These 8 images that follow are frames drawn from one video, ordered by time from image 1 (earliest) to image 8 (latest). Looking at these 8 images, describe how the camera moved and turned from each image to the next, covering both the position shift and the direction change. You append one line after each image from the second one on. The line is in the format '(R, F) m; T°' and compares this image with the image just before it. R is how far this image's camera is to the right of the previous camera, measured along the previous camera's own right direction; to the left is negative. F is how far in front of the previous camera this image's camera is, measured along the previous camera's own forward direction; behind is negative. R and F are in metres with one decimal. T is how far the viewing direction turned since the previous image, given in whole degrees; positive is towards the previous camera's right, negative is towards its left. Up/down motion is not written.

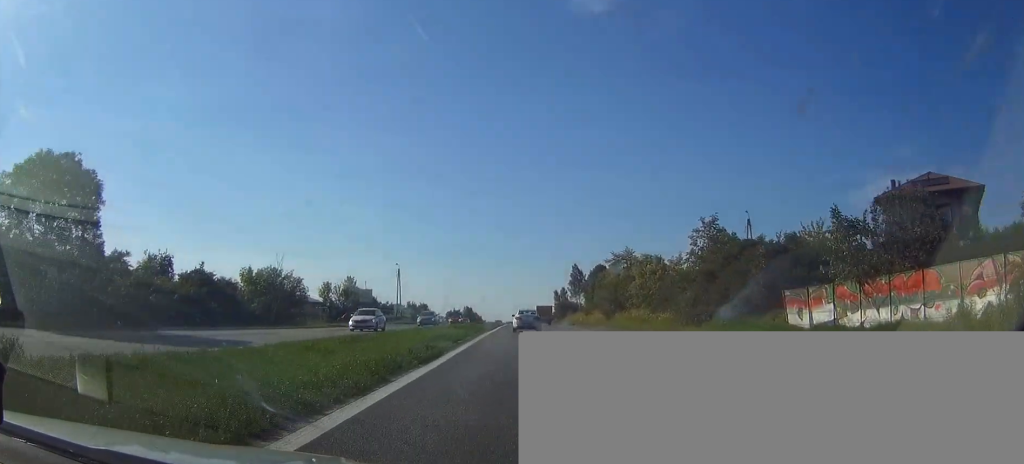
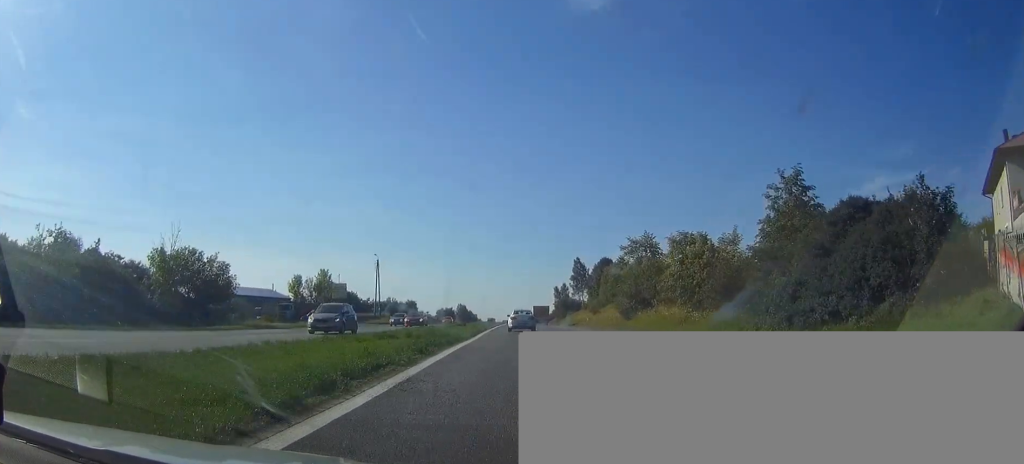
(0.0, +18.4) m; 0°
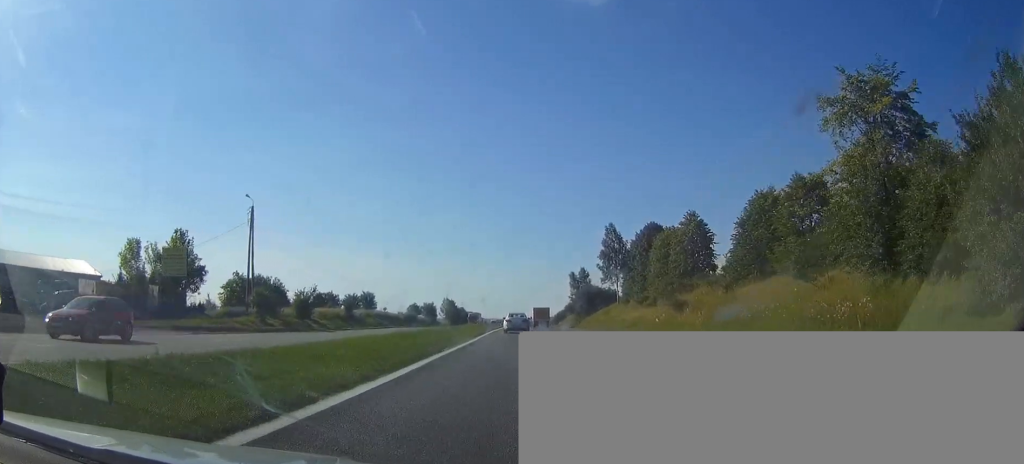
(0.0, +60.0) m; 0°
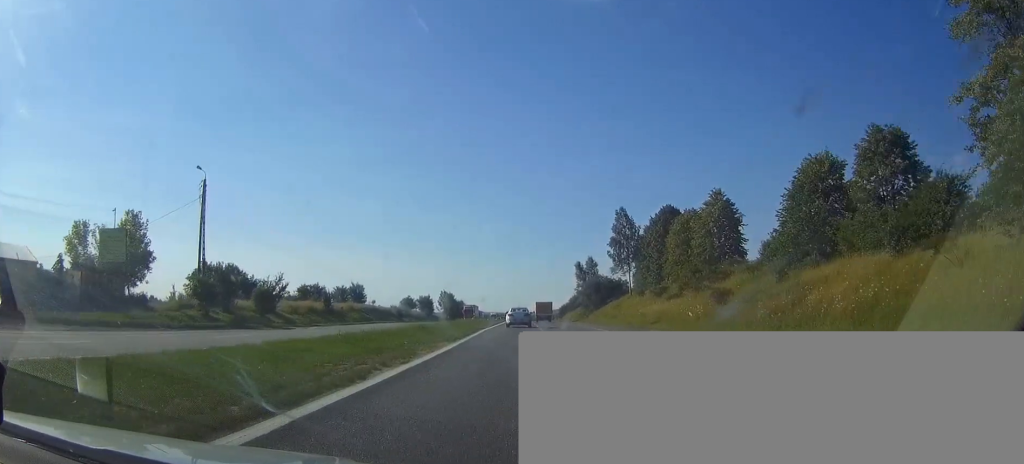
(0.0, +11.1) m; 0°
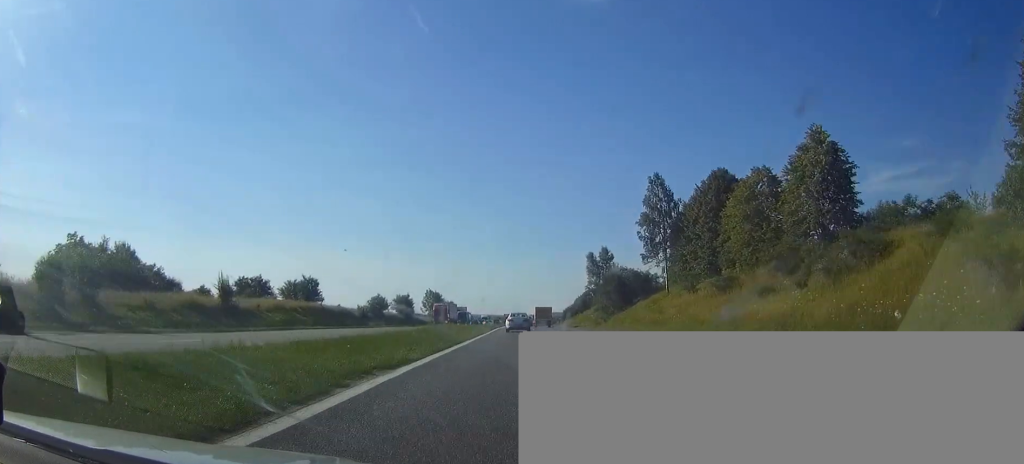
(0.0, +28.3) m; 0°
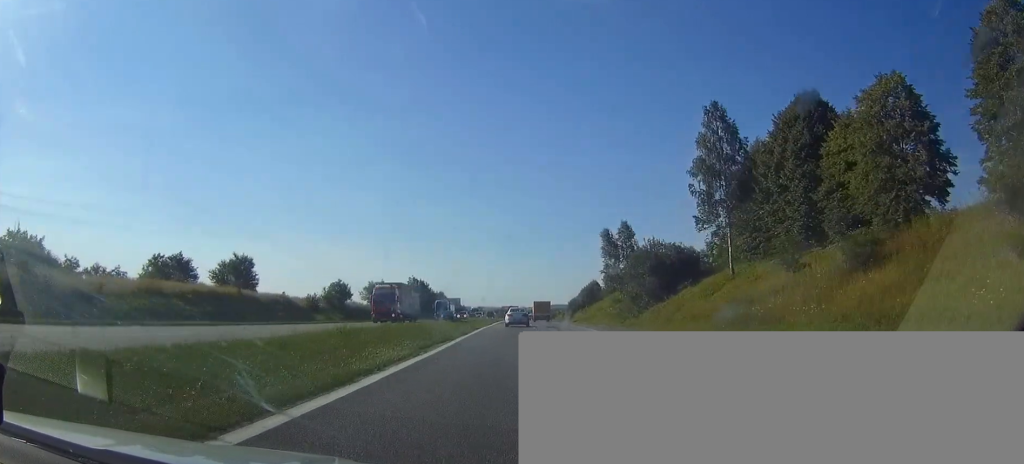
(0.0, +24.9) m; 0°
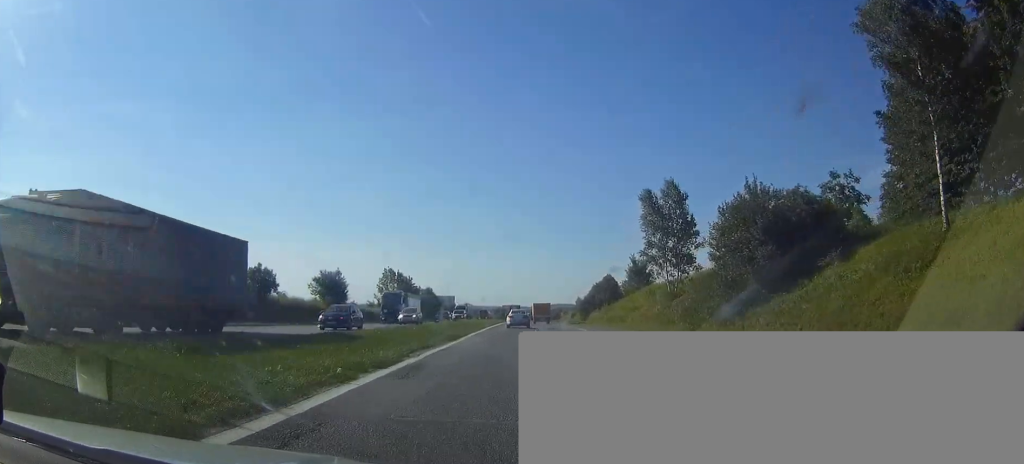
(0.0, +29.4) m; 0°
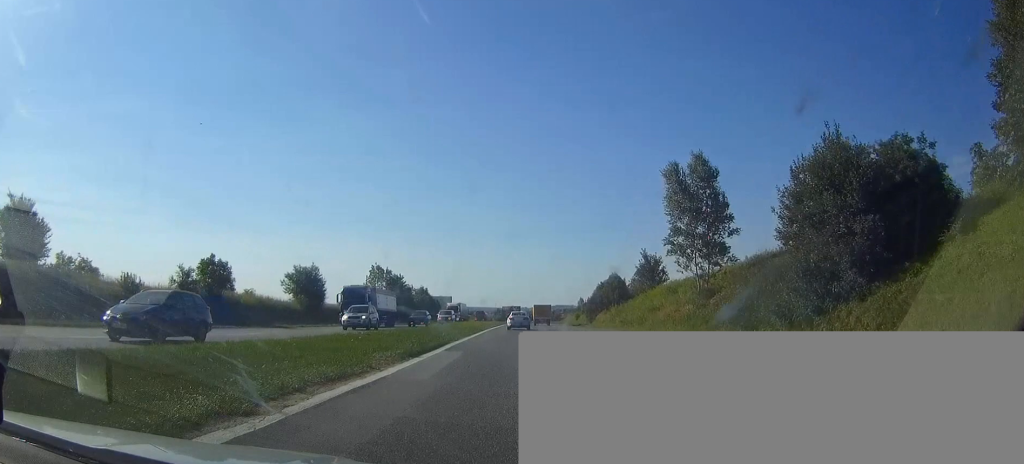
(0.0, +10.4) m; 0°
